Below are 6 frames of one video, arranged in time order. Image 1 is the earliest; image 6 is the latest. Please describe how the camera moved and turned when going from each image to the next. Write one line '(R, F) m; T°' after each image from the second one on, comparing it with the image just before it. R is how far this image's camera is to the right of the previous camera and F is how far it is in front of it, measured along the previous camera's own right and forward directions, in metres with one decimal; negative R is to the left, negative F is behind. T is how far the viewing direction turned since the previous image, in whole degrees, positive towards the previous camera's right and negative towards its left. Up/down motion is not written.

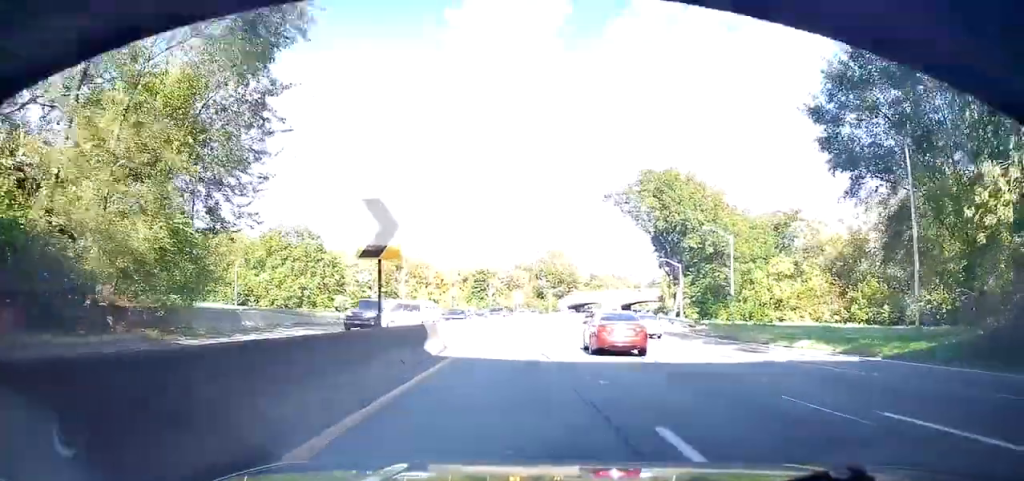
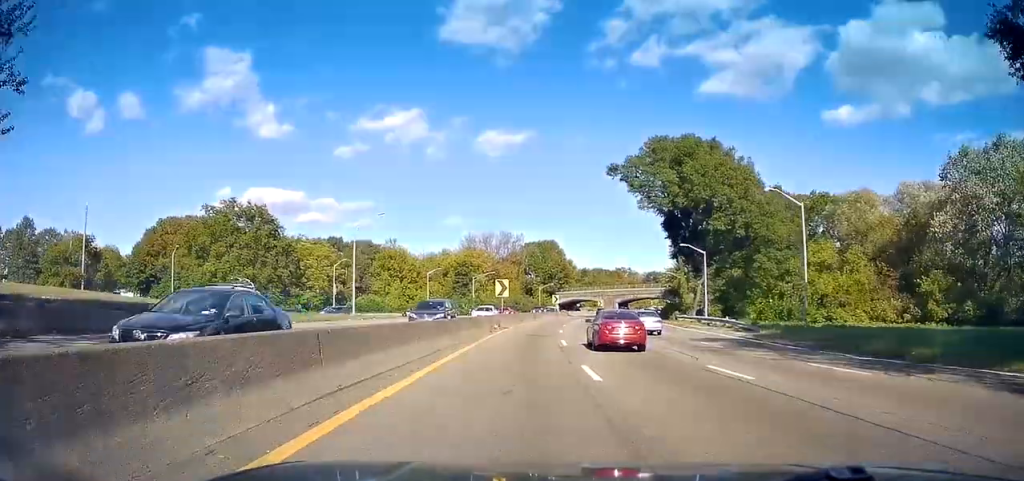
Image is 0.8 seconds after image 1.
(+0.3, +16.0) m; +3°
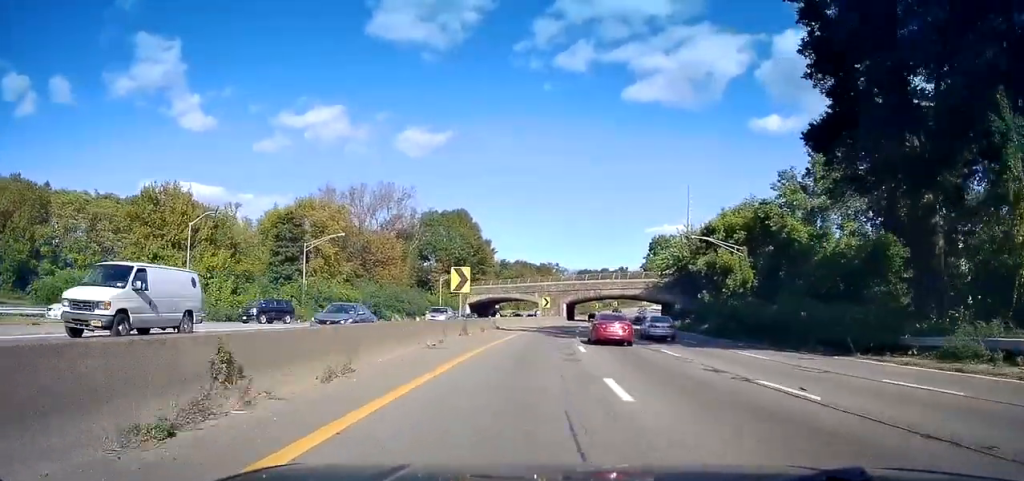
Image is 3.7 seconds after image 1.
(+5.8, +62.2) m; +9°
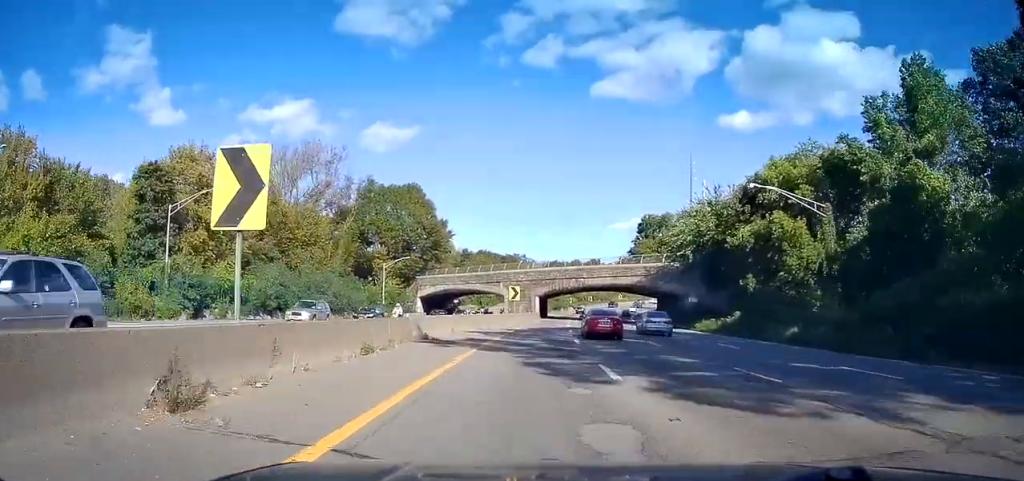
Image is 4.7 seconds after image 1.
(+0.2, +21.5) m; +4°
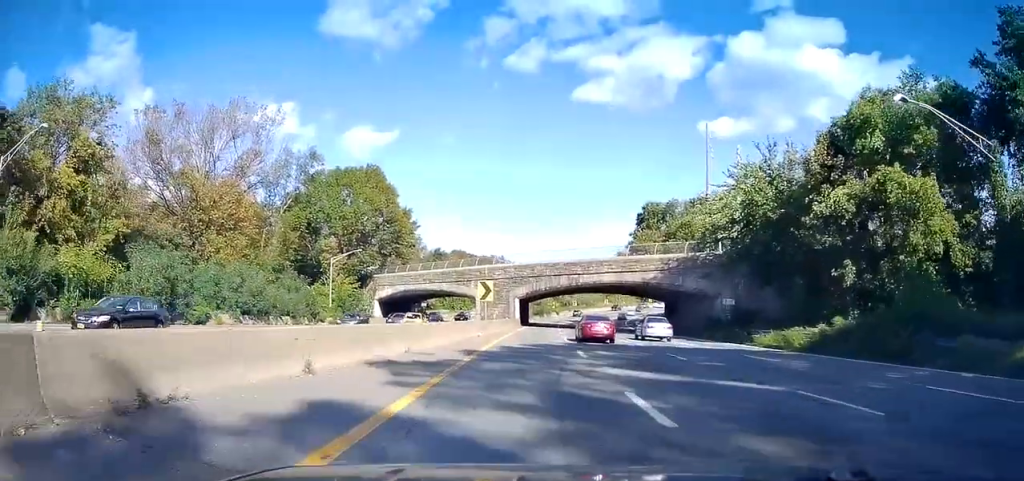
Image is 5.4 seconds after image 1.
(+1.2, +16.3) m; +3°
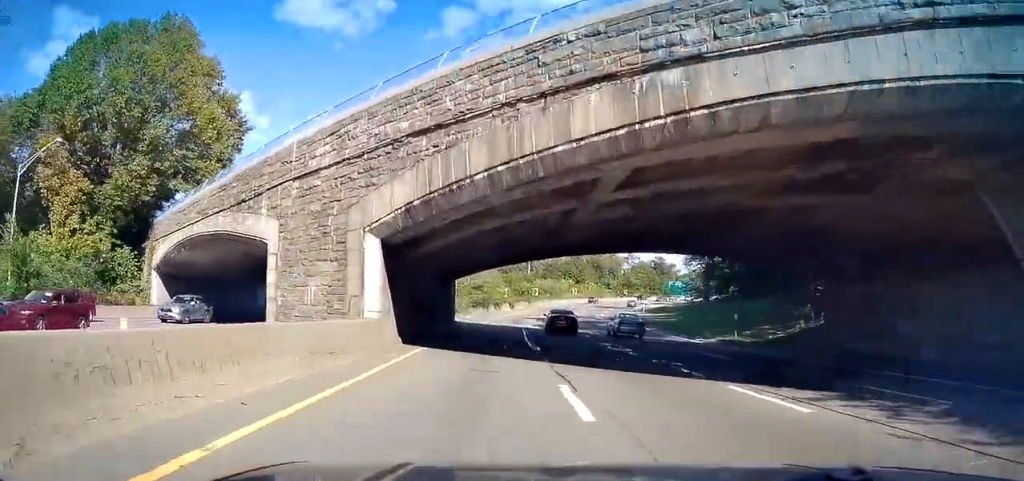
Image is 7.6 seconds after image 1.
(+2.0, +47.6) m; +7°
